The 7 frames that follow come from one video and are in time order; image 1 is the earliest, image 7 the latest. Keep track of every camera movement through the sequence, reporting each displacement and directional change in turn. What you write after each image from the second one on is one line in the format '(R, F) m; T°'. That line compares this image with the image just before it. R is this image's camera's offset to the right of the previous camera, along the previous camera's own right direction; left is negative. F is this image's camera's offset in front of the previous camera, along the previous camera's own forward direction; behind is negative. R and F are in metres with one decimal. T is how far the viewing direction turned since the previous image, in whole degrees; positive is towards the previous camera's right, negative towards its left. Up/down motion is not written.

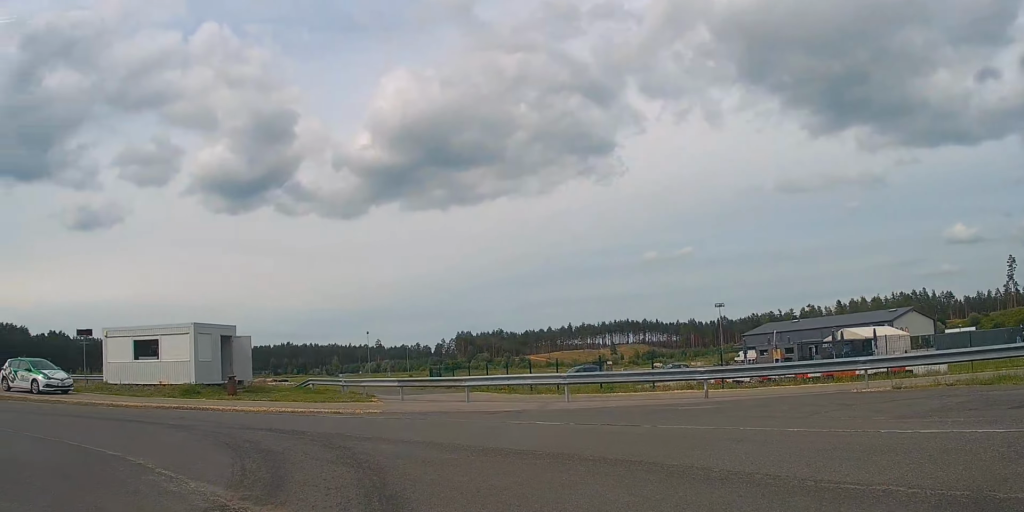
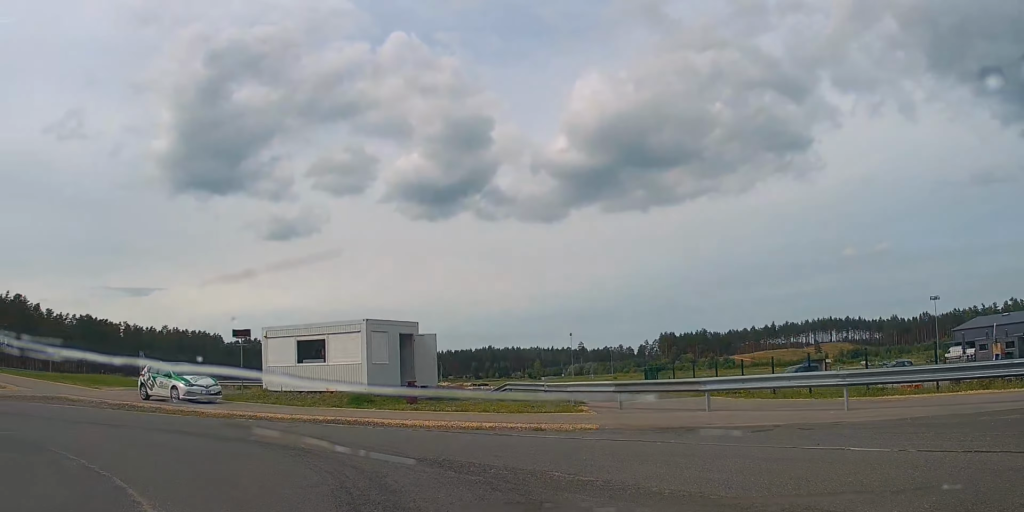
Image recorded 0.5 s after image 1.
(-0.2, +7.2) m; -10°
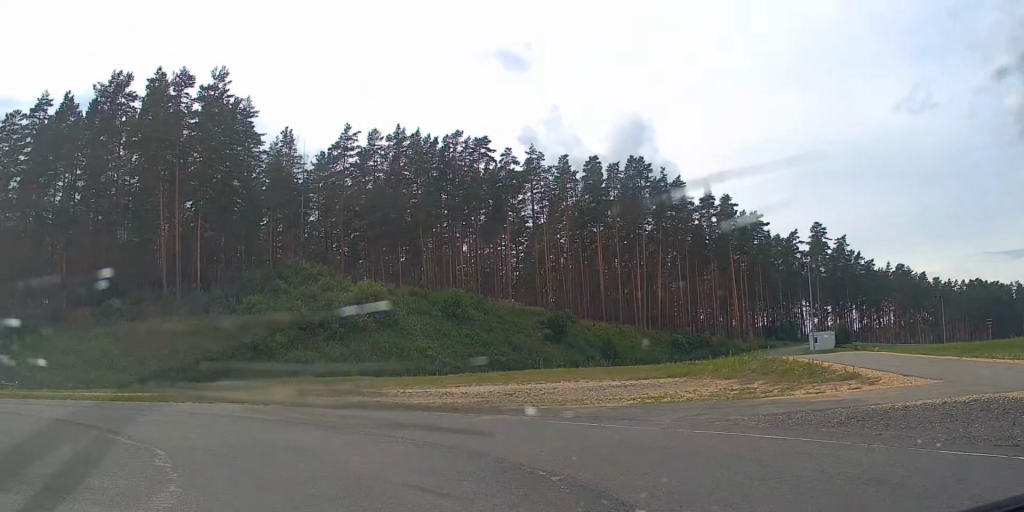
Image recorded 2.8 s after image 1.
(-9.6, +29.5) m; -33°
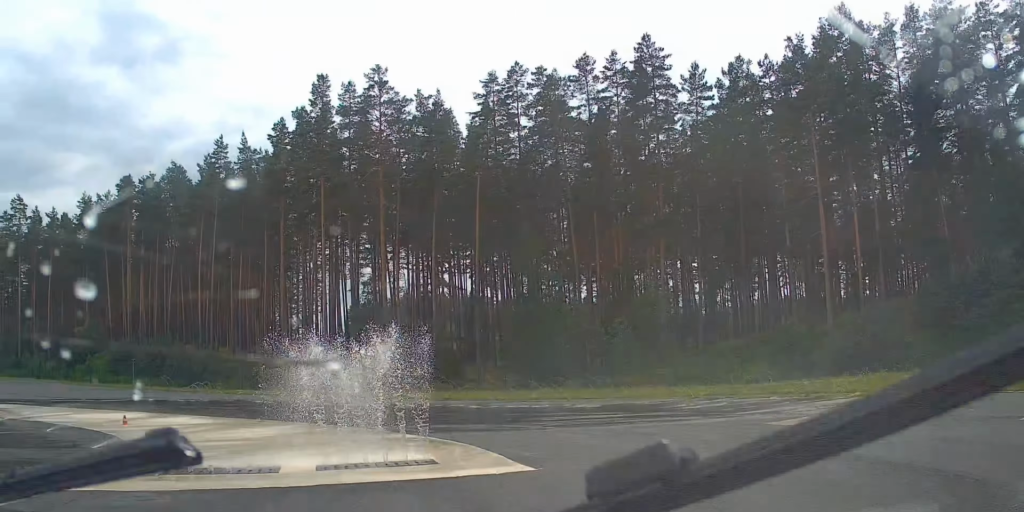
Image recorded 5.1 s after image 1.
(-8.8, +23.9) m; -56°
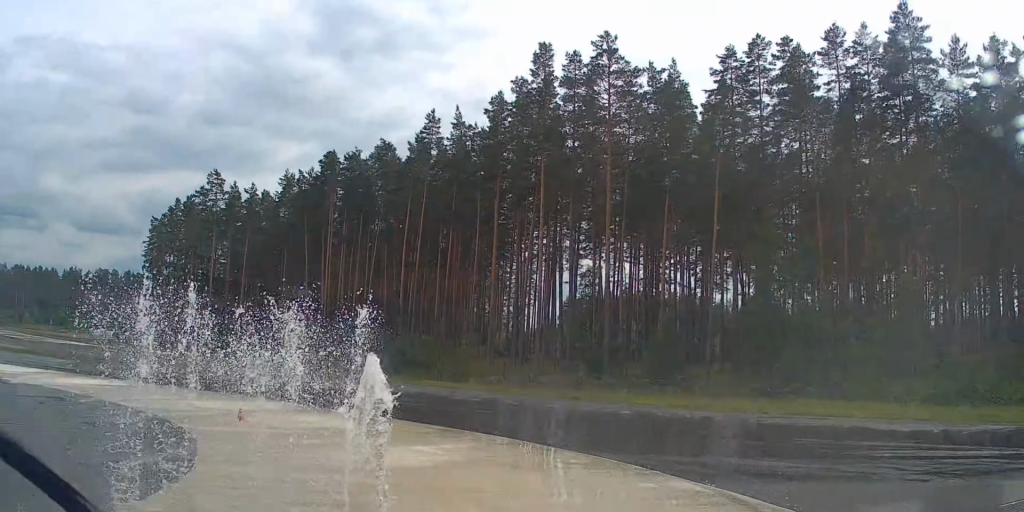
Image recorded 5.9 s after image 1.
(-1.4, +6.6) m; -27°
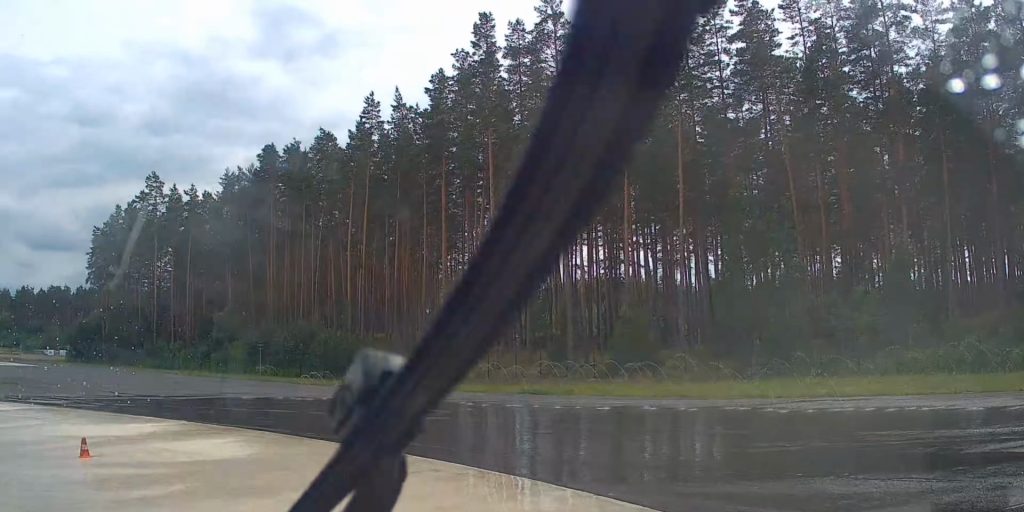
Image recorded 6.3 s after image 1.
(-0.4, +4.8) m; -19°
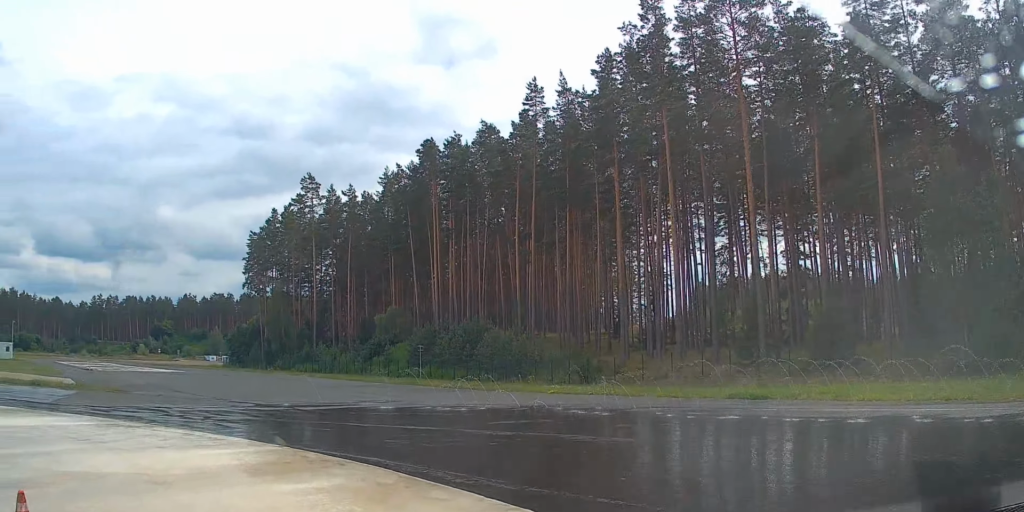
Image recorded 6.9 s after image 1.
(-1.3, +5.0) m; -22°
